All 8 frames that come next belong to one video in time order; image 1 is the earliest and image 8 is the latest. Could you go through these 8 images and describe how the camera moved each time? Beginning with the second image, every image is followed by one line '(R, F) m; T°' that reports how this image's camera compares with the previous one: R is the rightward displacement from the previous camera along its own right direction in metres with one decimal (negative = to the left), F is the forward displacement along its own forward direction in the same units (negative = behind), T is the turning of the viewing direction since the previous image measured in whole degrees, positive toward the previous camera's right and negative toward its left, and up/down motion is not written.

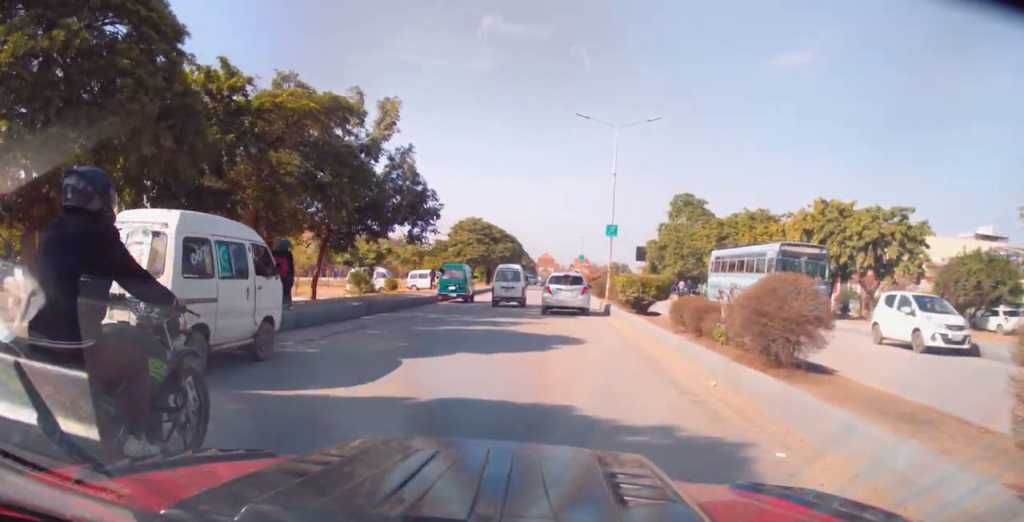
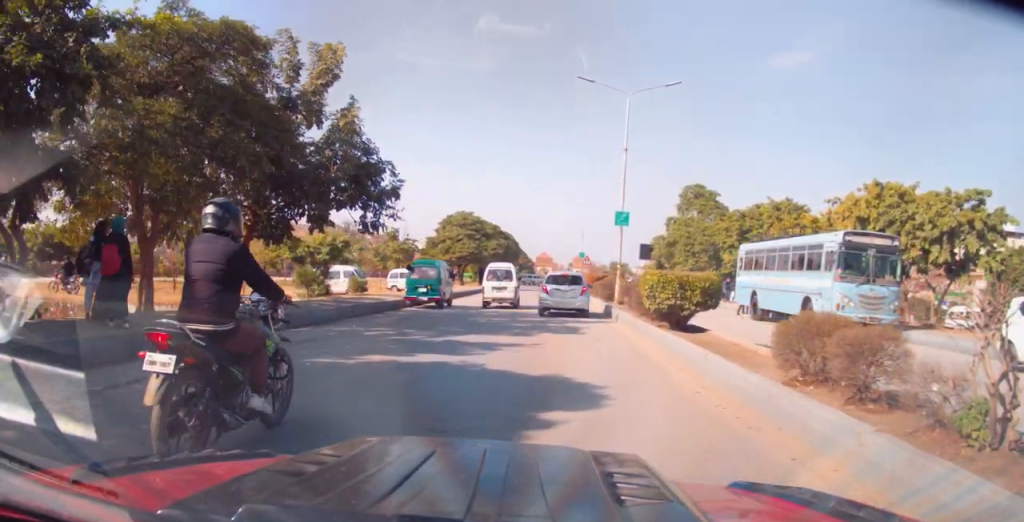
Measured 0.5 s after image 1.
(+0.1, +6.4) m; +1°
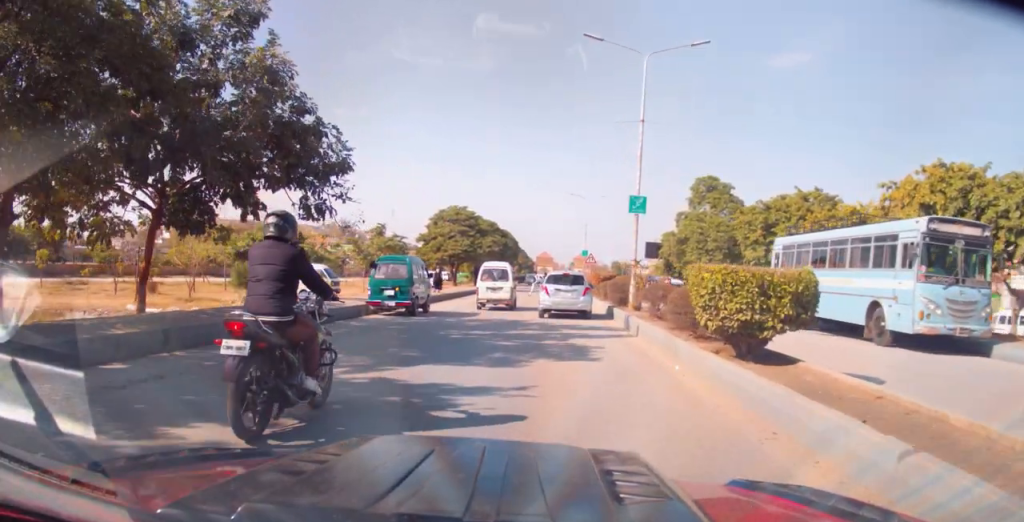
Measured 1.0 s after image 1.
(0.0, +4.7) m; -1°
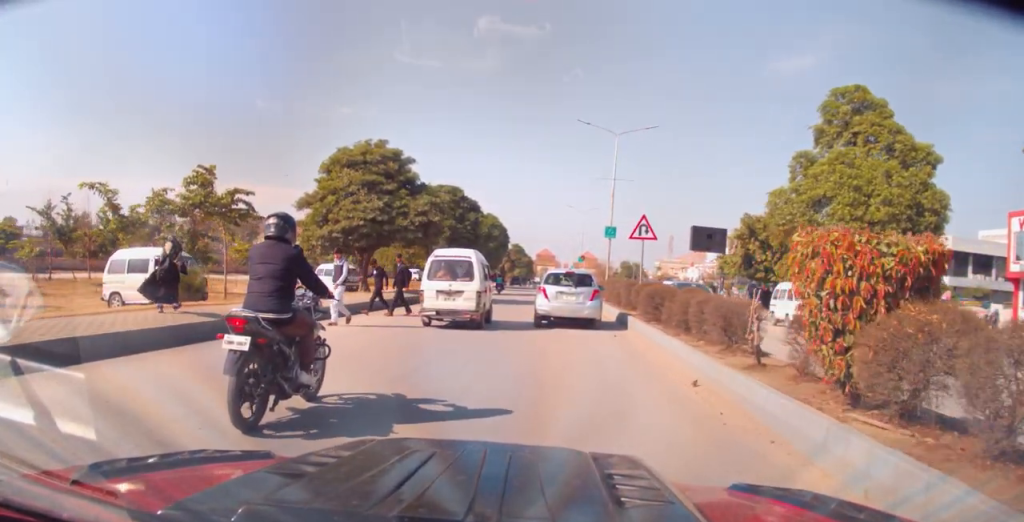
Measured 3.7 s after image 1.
(-1.3, +29.3) m; -2°
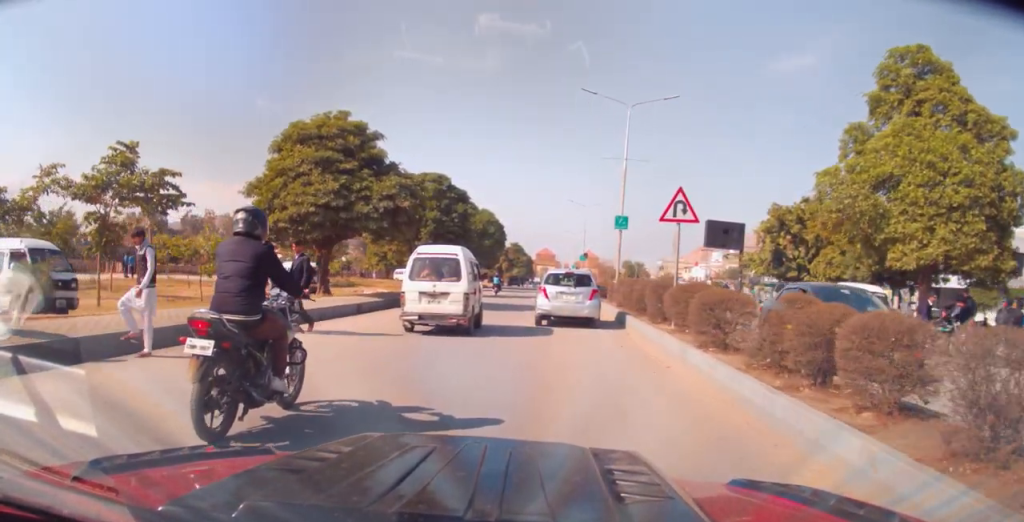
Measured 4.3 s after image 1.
(+0.2, +5.8) m; +1°
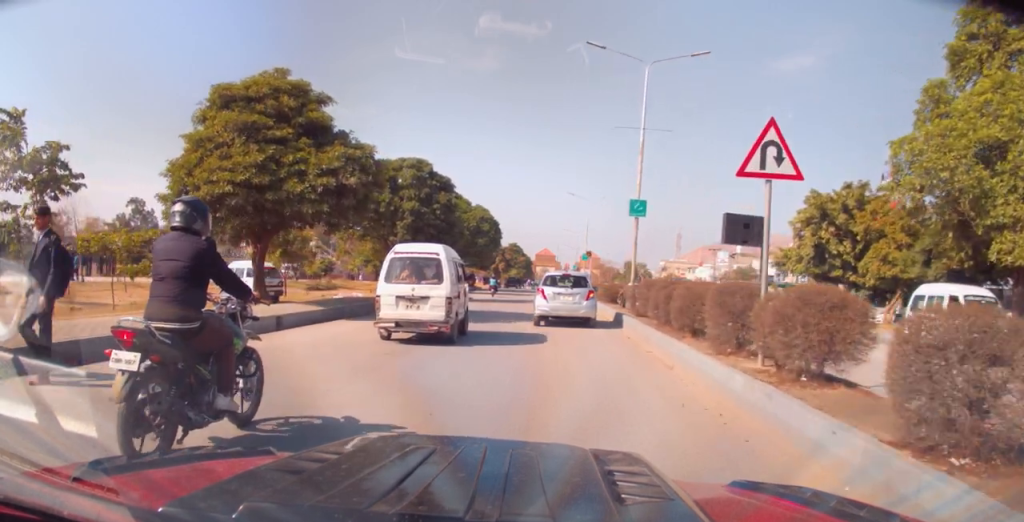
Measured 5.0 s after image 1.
(0.0, +6.0) m; 0°
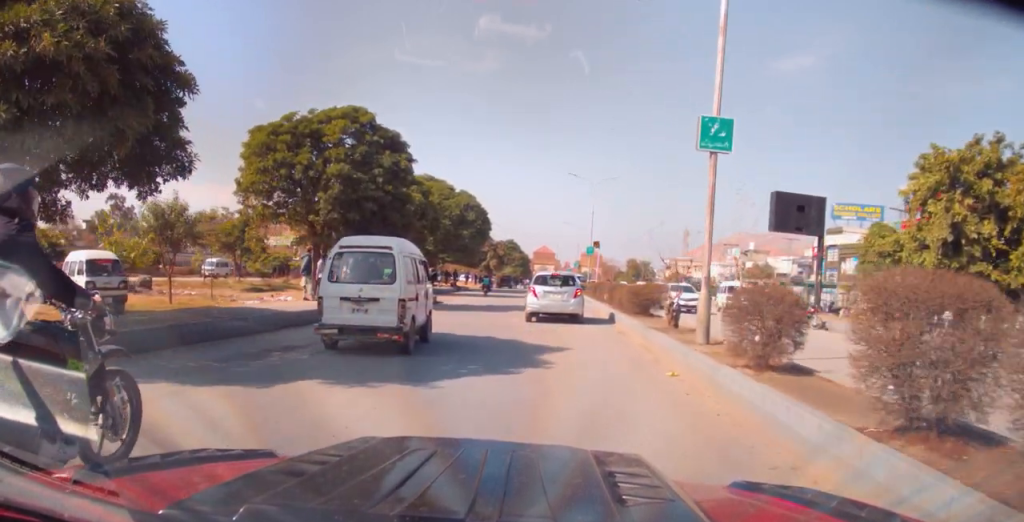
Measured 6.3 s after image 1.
(-0.1, +10.8) m; -1°
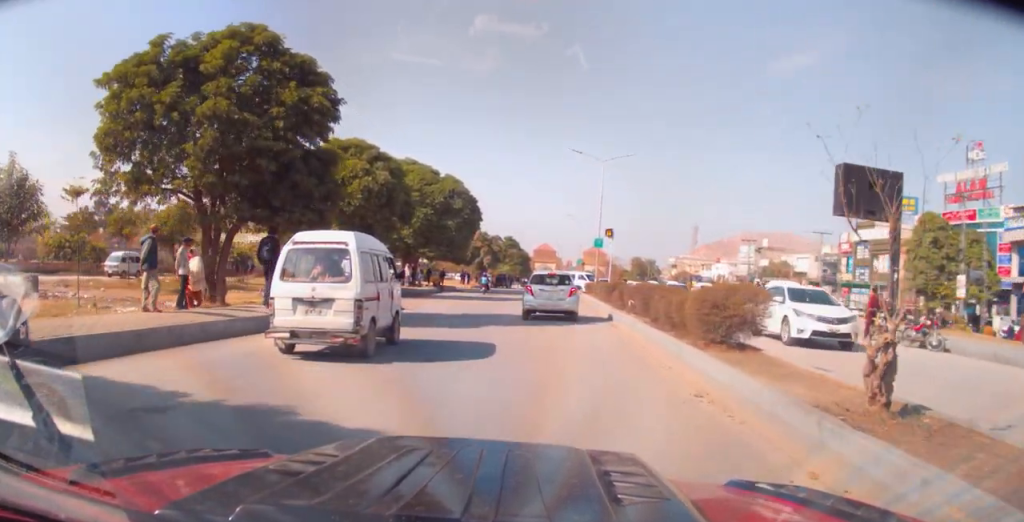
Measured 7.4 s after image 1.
(-0.1, +8.7) m; 0°
